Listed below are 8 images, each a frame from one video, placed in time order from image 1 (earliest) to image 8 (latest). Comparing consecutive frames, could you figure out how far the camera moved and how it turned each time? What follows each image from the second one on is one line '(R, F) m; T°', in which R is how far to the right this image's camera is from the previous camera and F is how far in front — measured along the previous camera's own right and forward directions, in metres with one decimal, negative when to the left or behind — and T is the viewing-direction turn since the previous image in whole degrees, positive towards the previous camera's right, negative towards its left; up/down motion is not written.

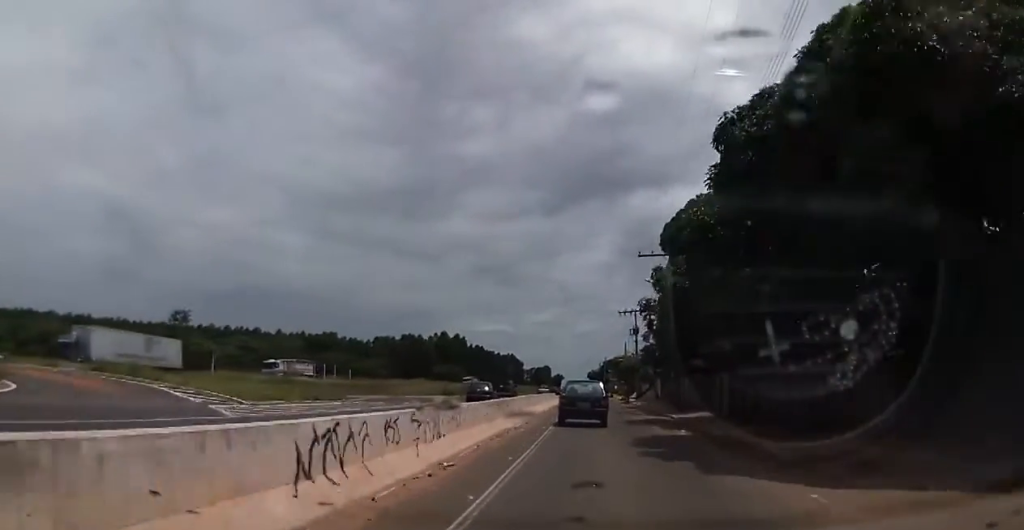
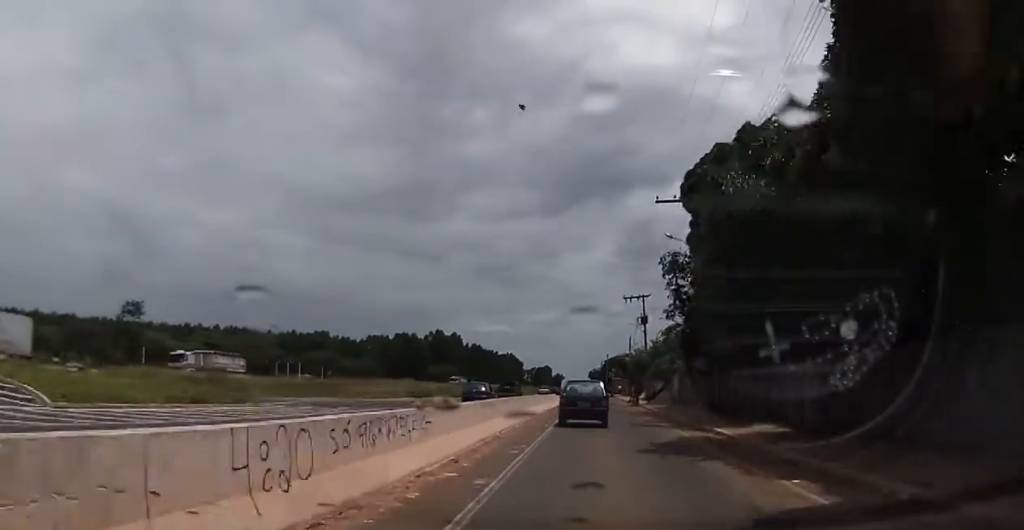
(+0.1, +10.6) m; -1°
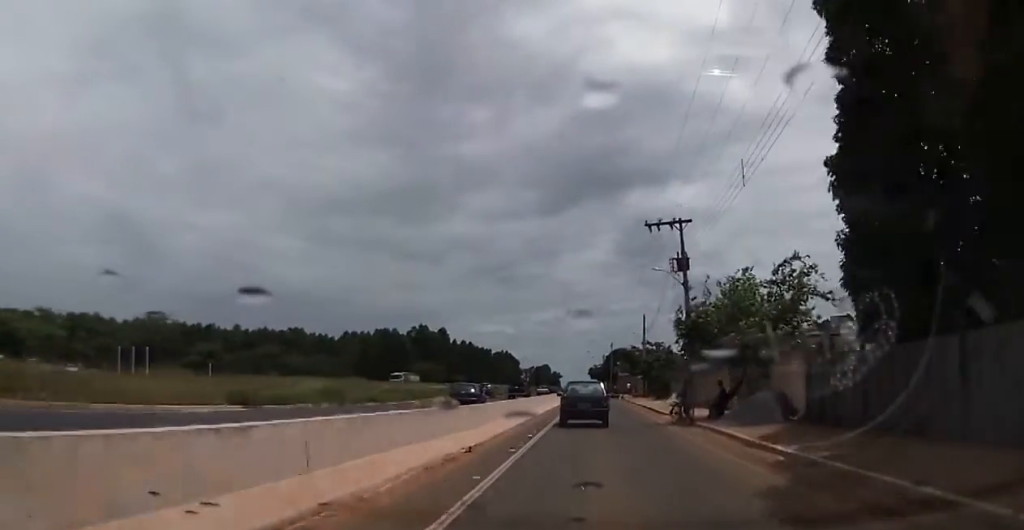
(-0.4, +27.1) m; 0°
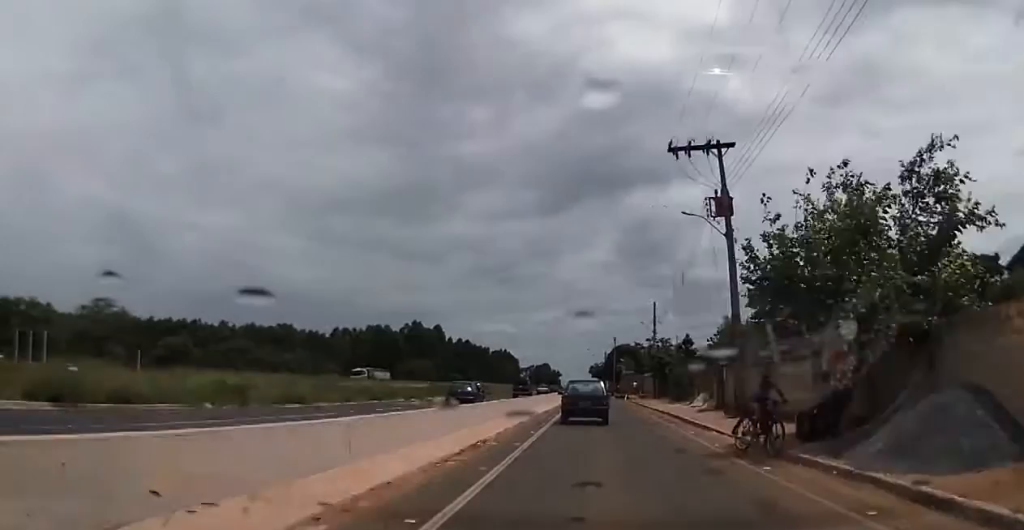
(0.0, +11.2) m; 0°
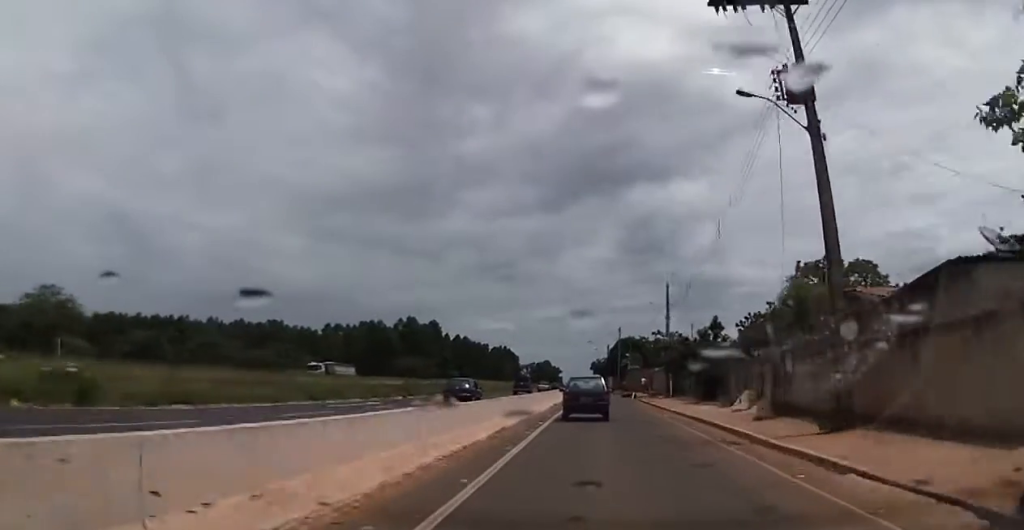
(-0.1, +9.8) m; 0°
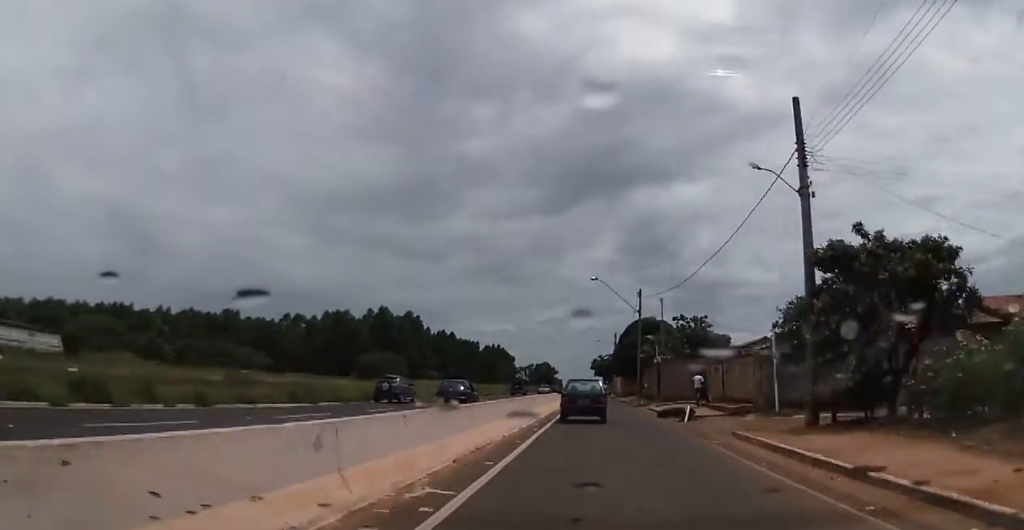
(-0.6, +34.2) m; -1°
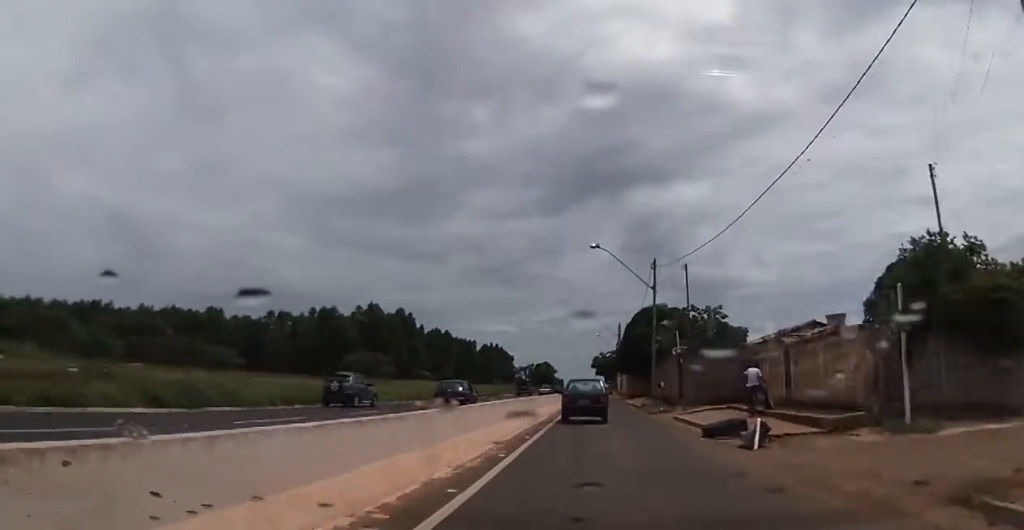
(+0.2, +11.2) m; 0°
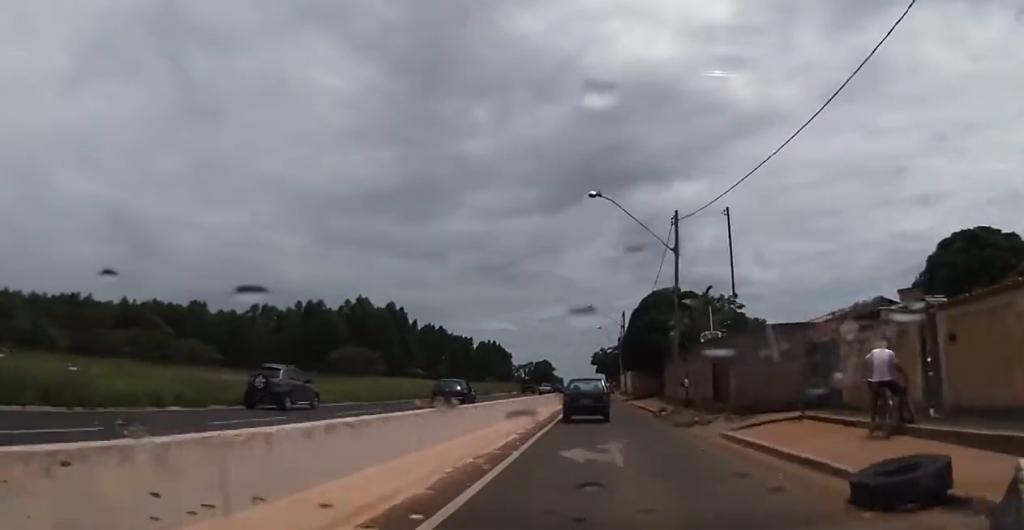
(0.0, +10.0) m; +1°
